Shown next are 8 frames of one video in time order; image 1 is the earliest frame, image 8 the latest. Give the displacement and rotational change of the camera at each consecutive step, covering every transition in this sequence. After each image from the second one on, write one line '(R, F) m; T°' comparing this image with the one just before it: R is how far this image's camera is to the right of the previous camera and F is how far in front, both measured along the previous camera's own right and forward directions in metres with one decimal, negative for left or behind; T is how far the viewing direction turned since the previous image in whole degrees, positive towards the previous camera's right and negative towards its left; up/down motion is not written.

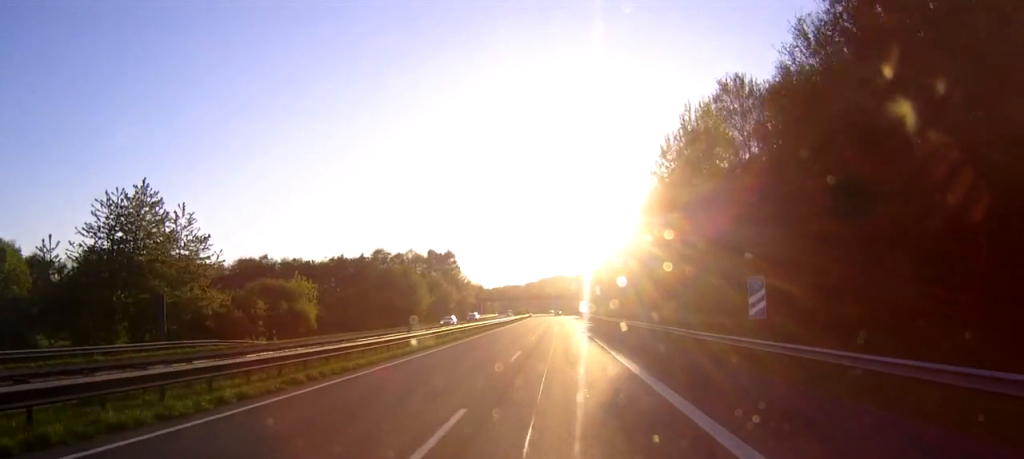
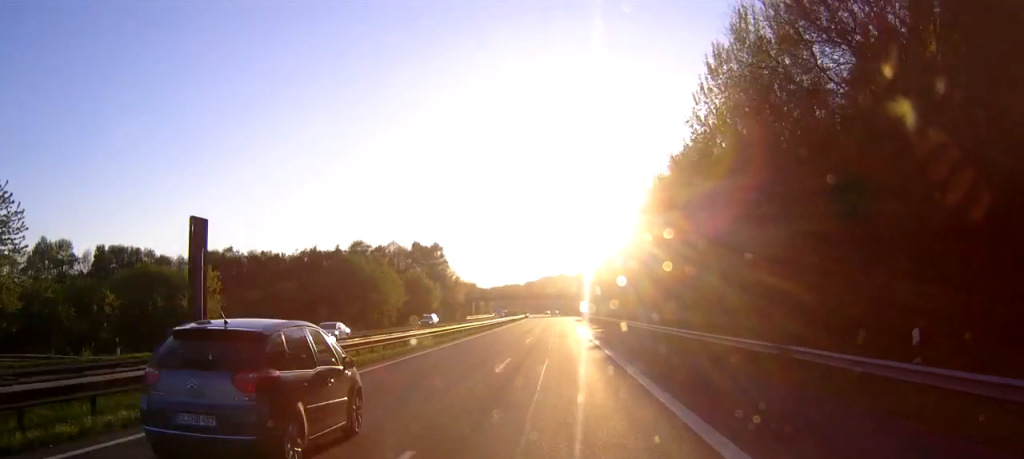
(0.0, +21.0) m; 0°
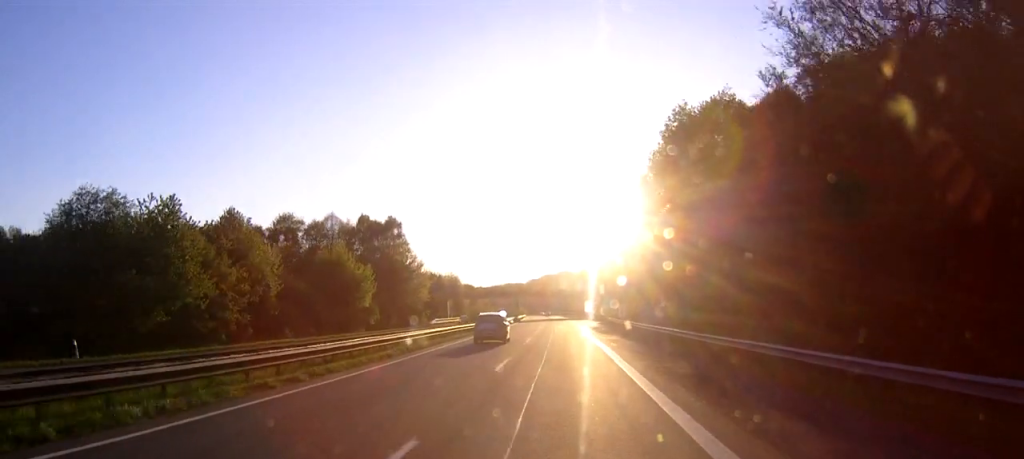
(+0.1, +49.7) m; 0°
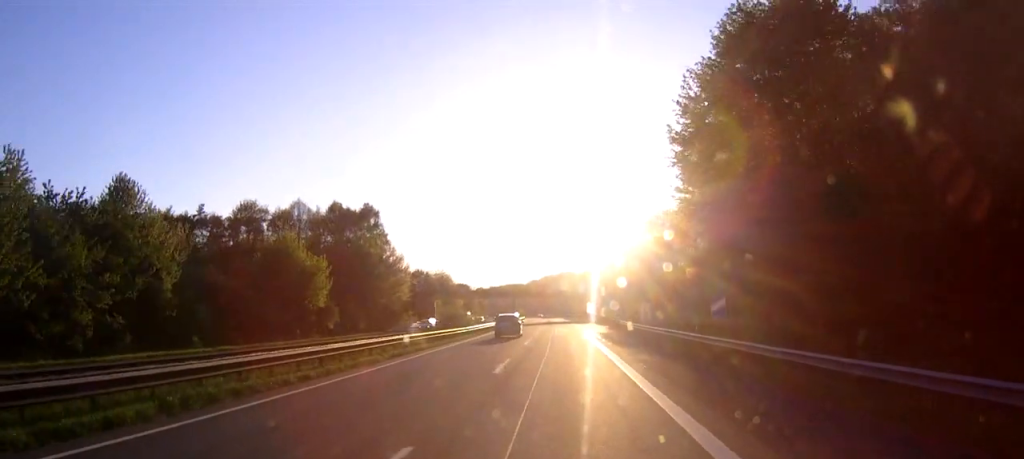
(0.0, +16.3) m; 0°
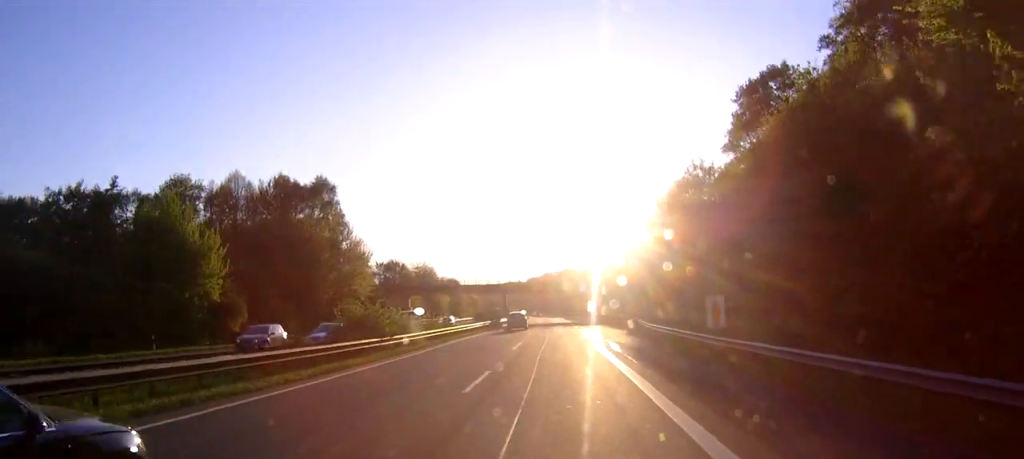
(-0.1, +19.2) m; 0°
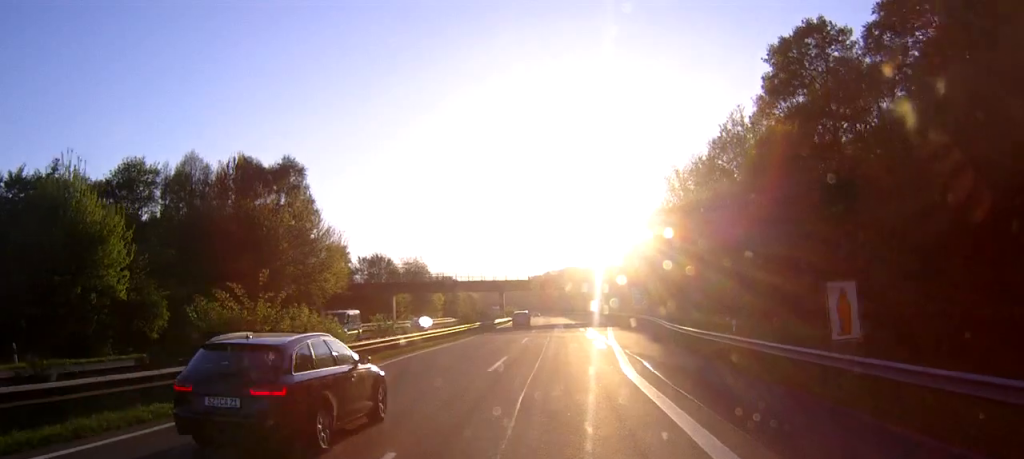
(0.0, +10.3) m; 0°
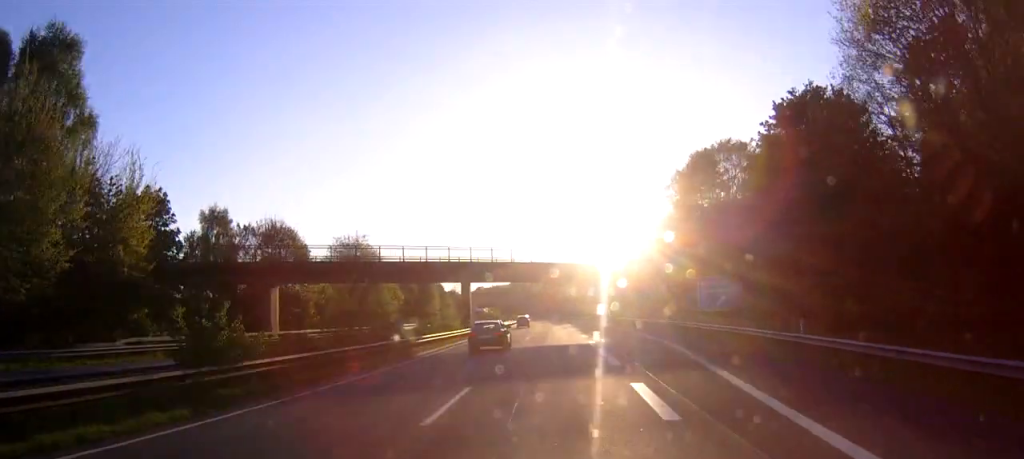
(-0.2, +38.6) m; -1°
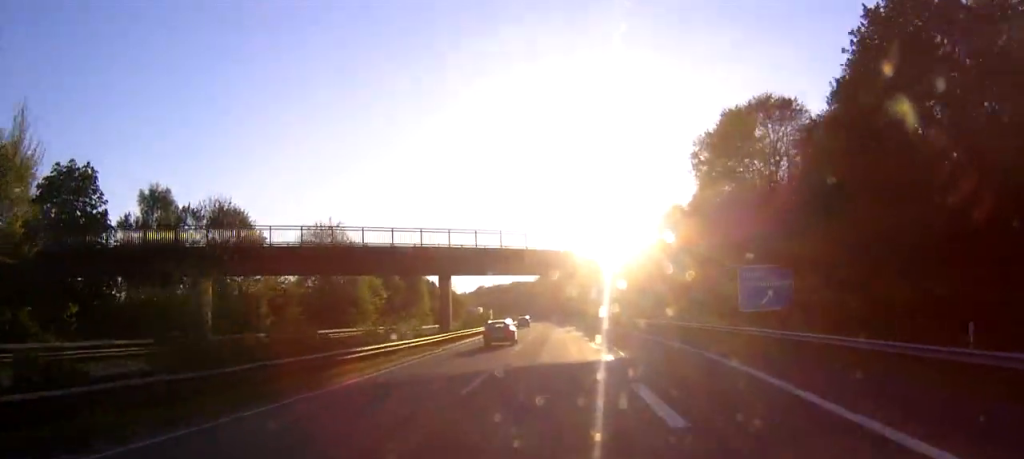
(-0.1, +11.8) m; 0°
